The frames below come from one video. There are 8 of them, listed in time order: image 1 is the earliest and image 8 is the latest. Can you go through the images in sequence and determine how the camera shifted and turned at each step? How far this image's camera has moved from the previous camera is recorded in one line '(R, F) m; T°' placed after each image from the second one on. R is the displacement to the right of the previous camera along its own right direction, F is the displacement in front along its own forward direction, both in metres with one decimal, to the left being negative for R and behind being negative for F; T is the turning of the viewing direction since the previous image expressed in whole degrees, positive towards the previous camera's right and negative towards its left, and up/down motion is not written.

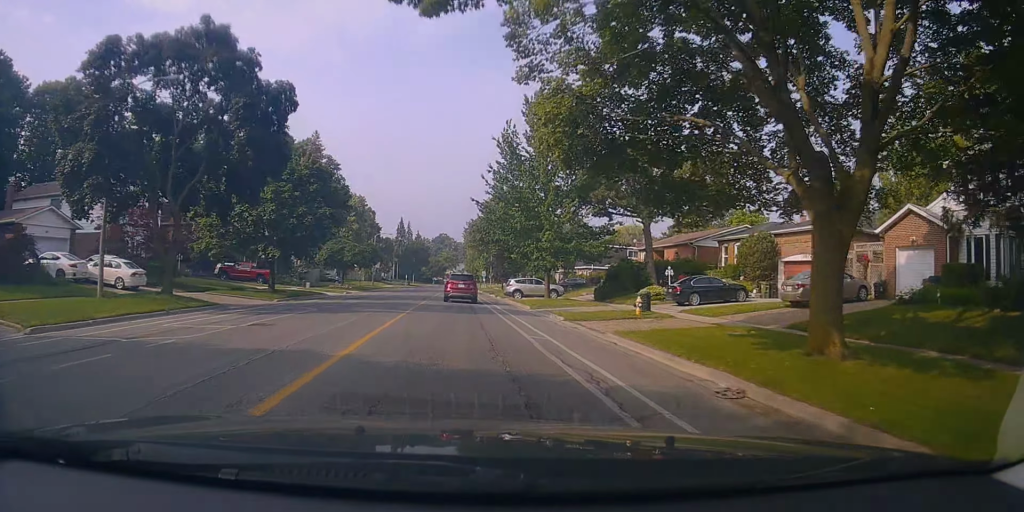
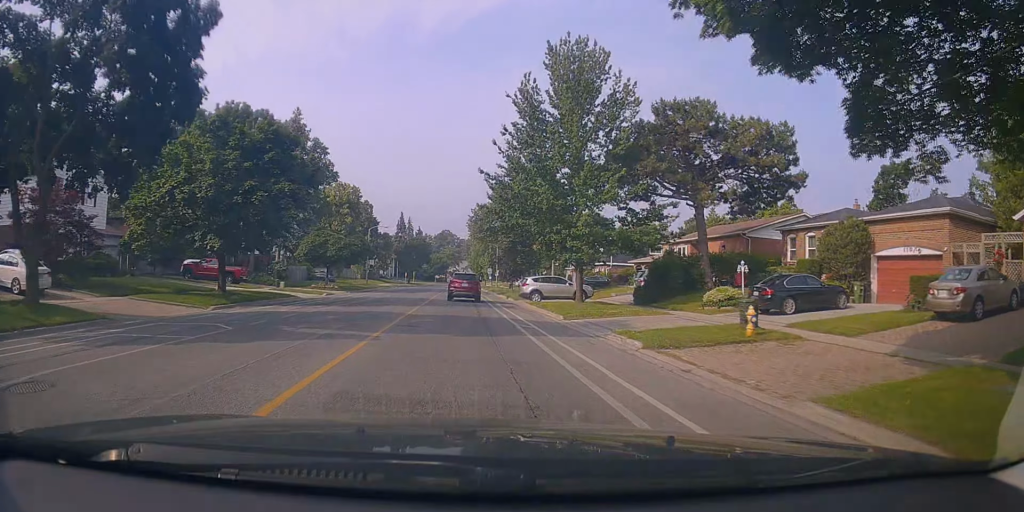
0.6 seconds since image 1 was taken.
(-0.3, +8.4) m; -1°
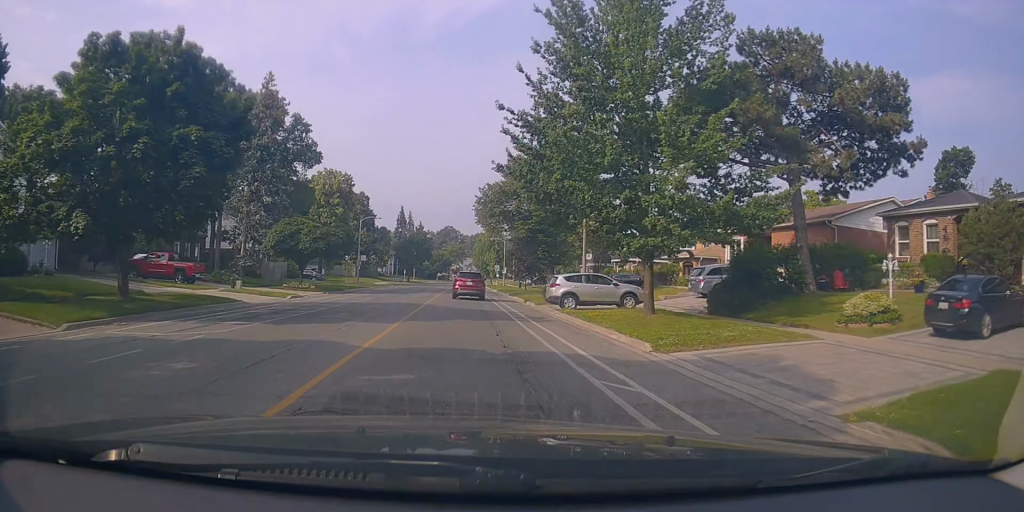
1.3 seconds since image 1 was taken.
(-0.2, +9.3) m; 0°
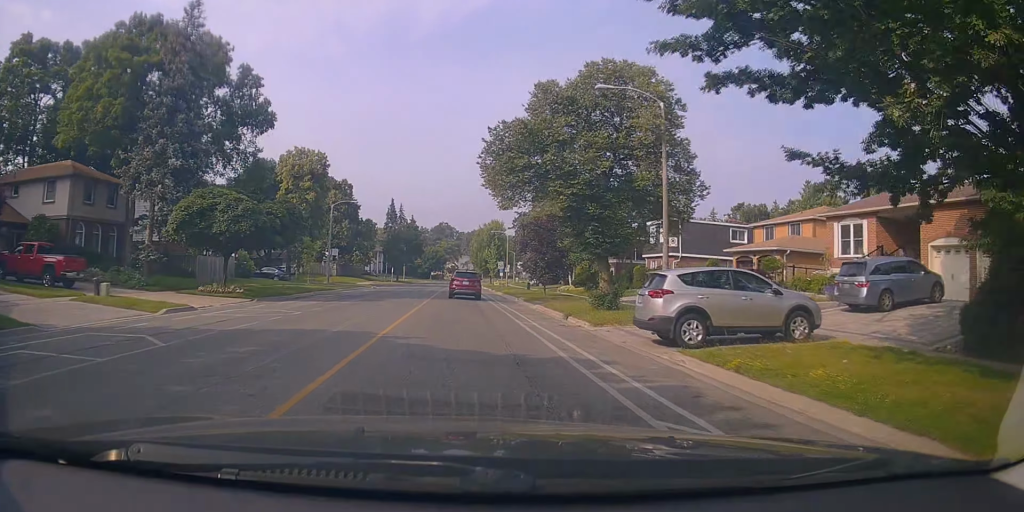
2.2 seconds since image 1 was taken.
(+0.2, +13.5) m; +1°
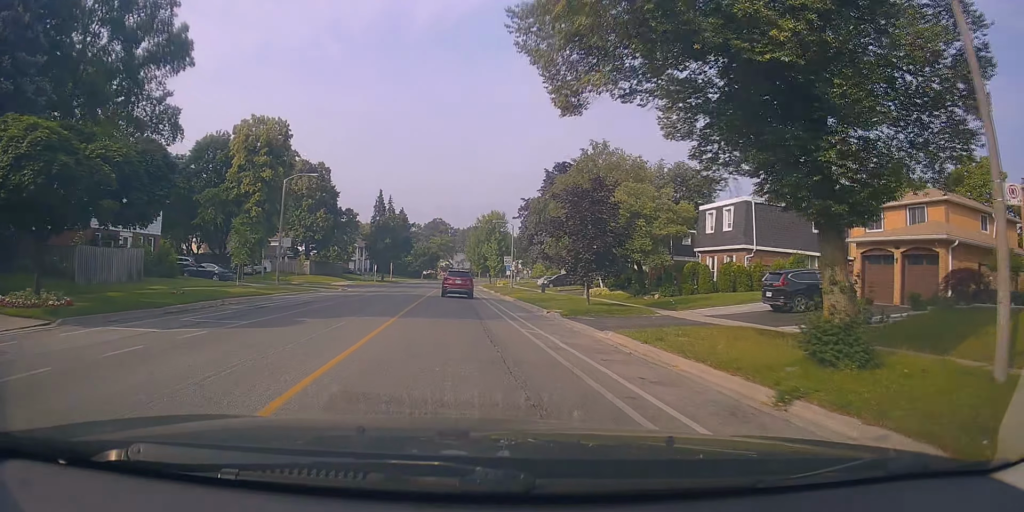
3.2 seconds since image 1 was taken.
(0.0, +13.9) m; 0°
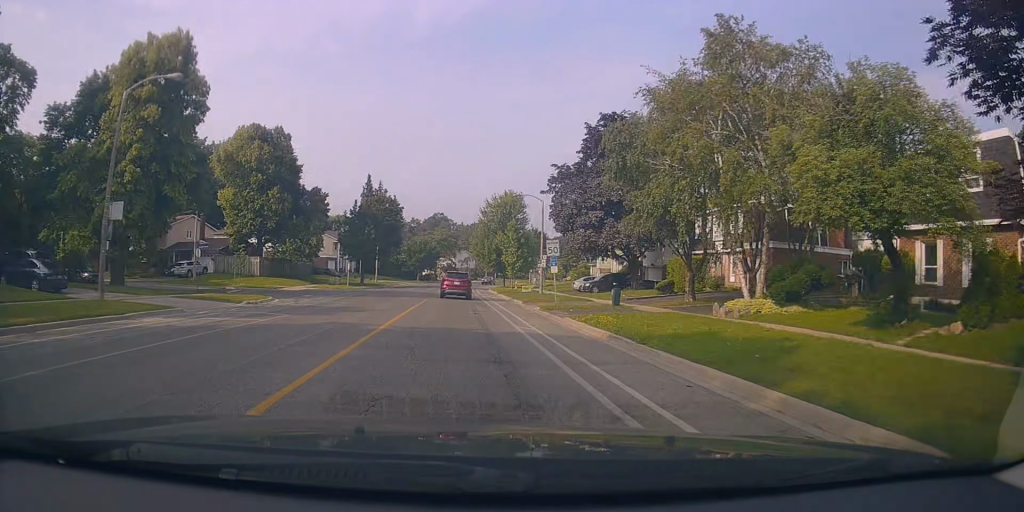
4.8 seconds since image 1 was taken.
(+0.4, +21.7) m; +1°
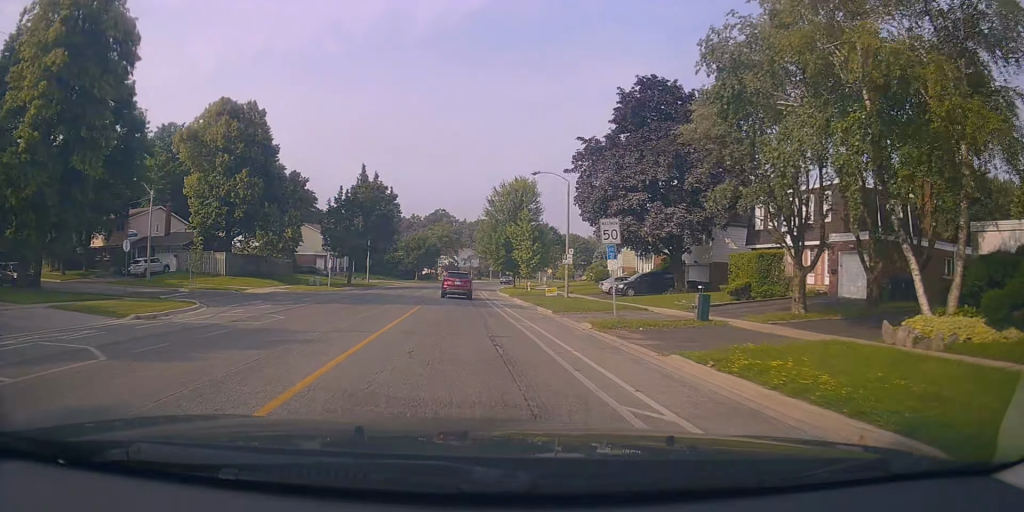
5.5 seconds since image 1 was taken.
(-0.2, +9.6) m; -1°
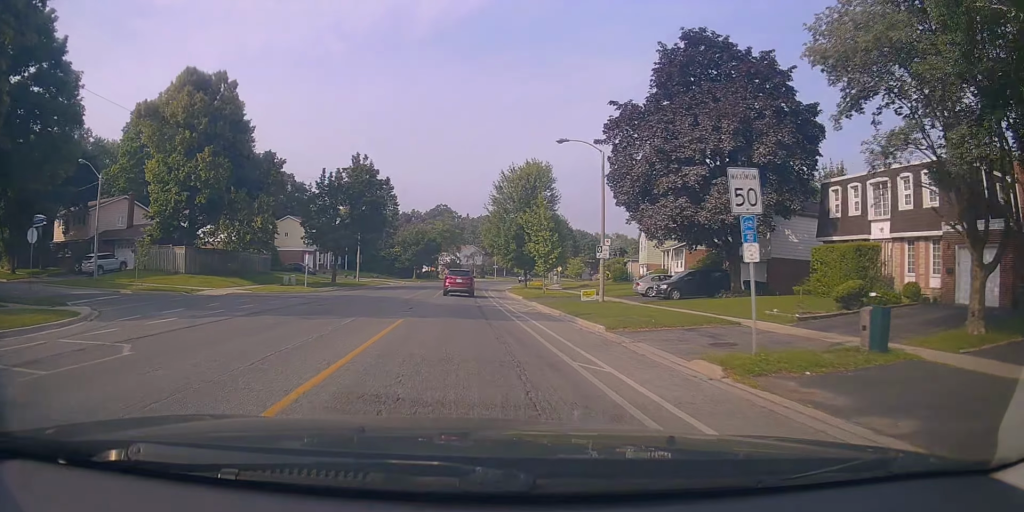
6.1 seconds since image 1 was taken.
(-0.3, +8.3) m; 0°
